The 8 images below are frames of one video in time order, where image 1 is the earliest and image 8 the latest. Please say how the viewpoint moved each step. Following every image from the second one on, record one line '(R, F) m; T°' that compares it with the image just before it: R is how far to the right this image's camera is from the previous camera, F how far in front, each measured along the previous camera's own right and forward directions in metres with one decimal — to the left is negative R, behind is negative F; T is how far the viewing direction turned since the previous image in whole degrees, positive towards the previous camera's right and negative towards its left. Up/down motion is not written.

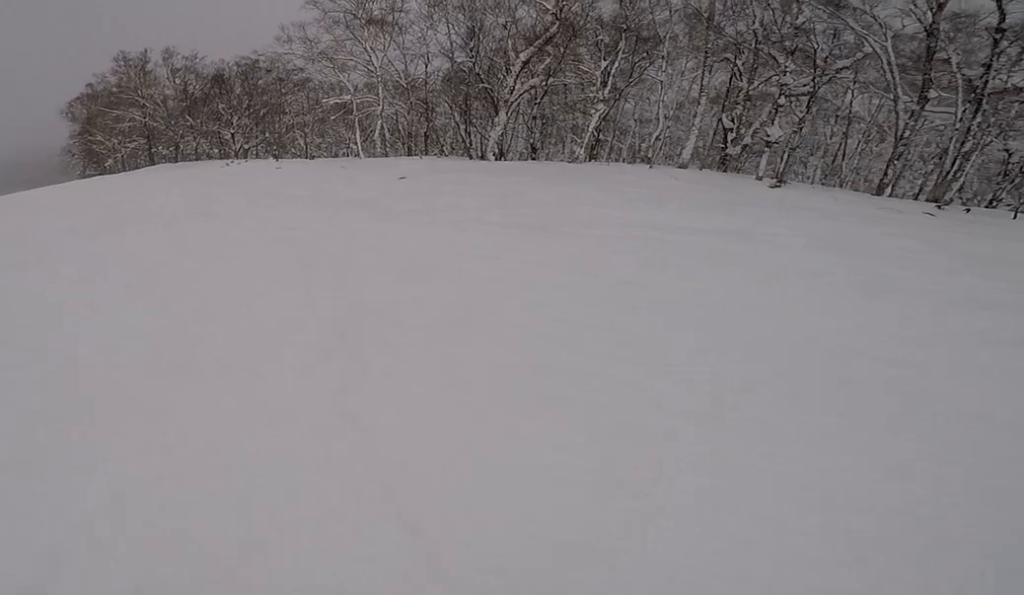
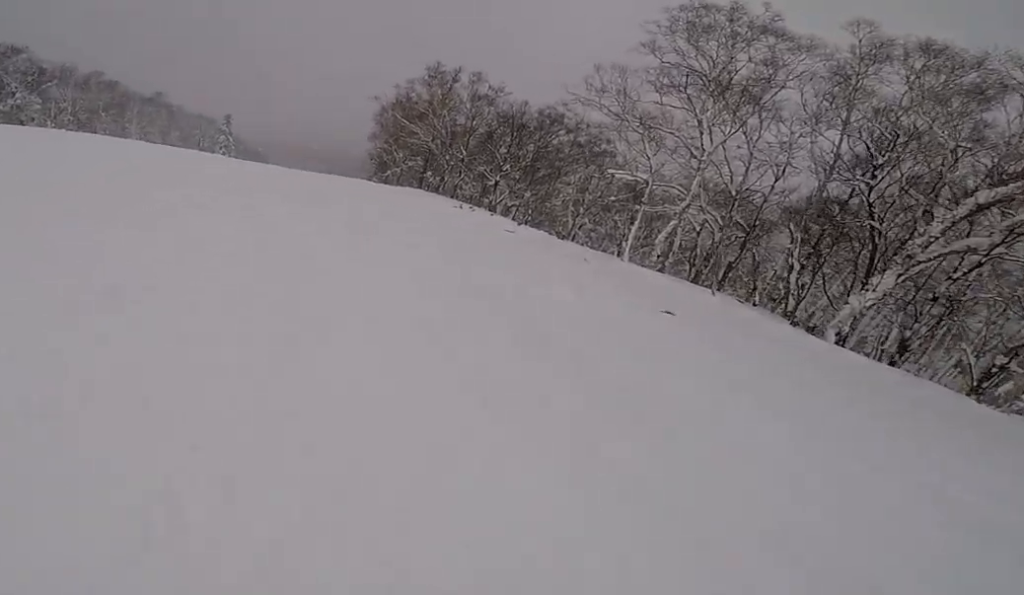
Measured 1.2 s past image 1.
(+0.1, +6.8) m; -4°
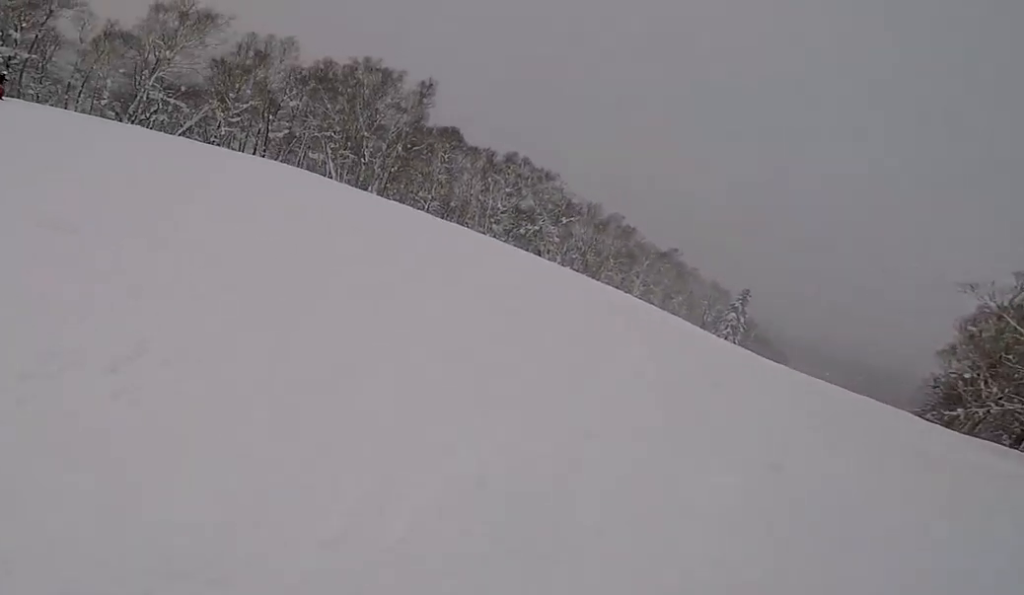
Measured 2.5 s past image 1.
(-0.7, +6.4) m; -19°
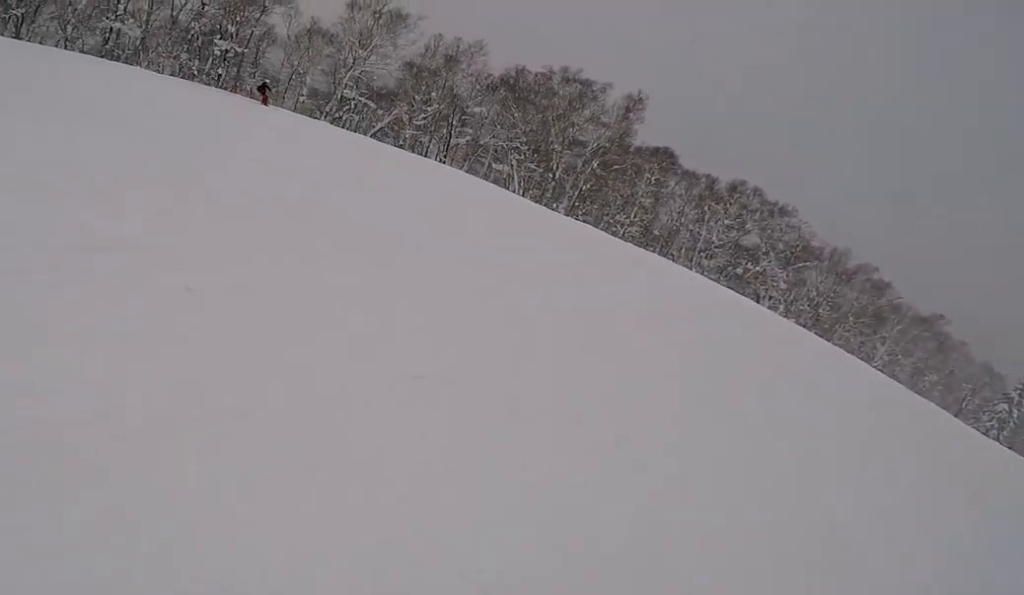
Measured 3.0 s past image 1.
(-0.3, +2.1) m; -8°
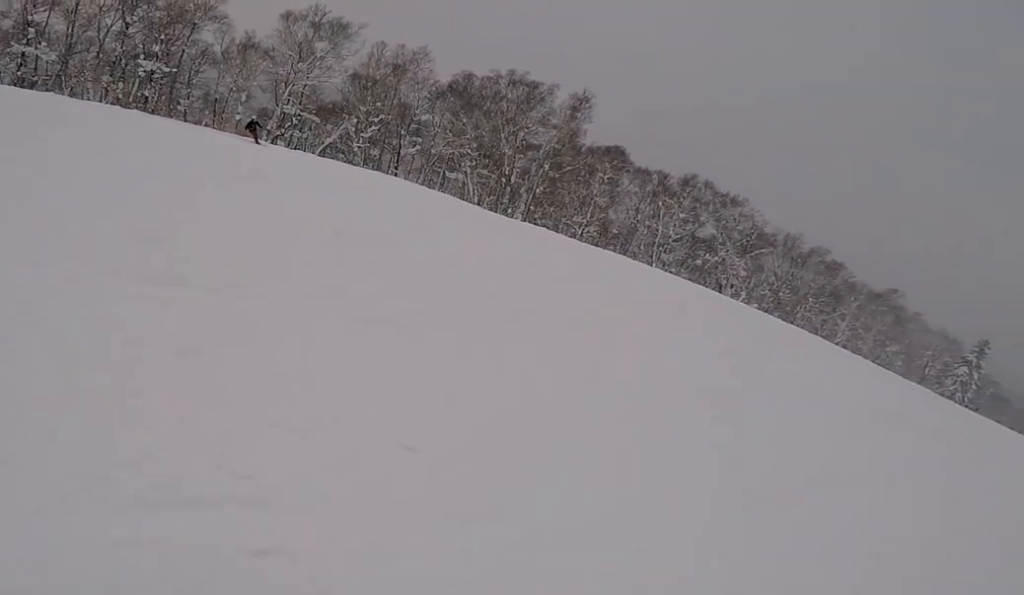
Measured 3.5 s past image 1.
(-0.1, +2.3) m; -8°
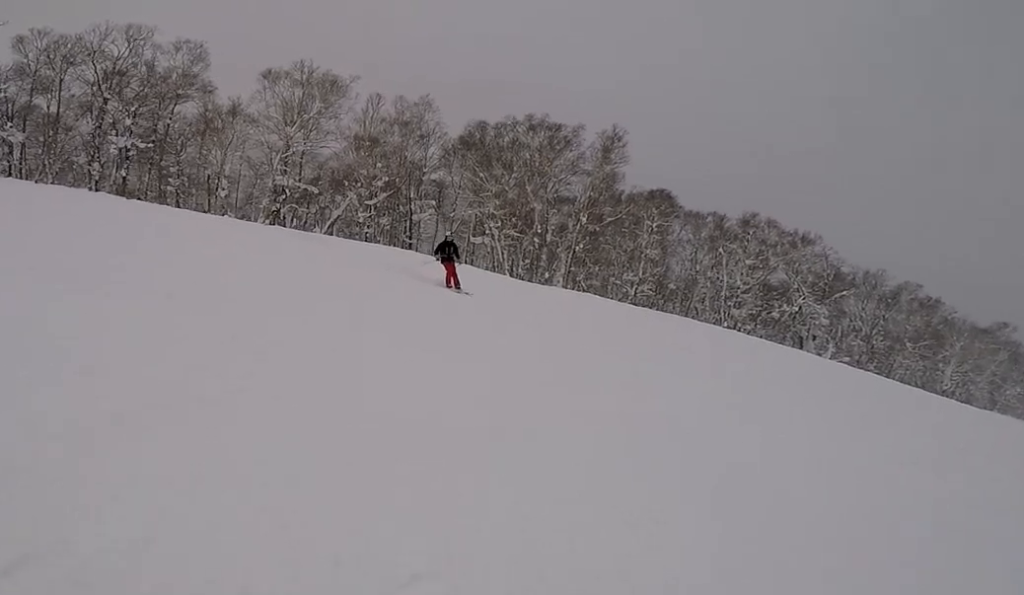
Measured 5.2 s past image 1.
(-1.4, +7.6) m; -10°
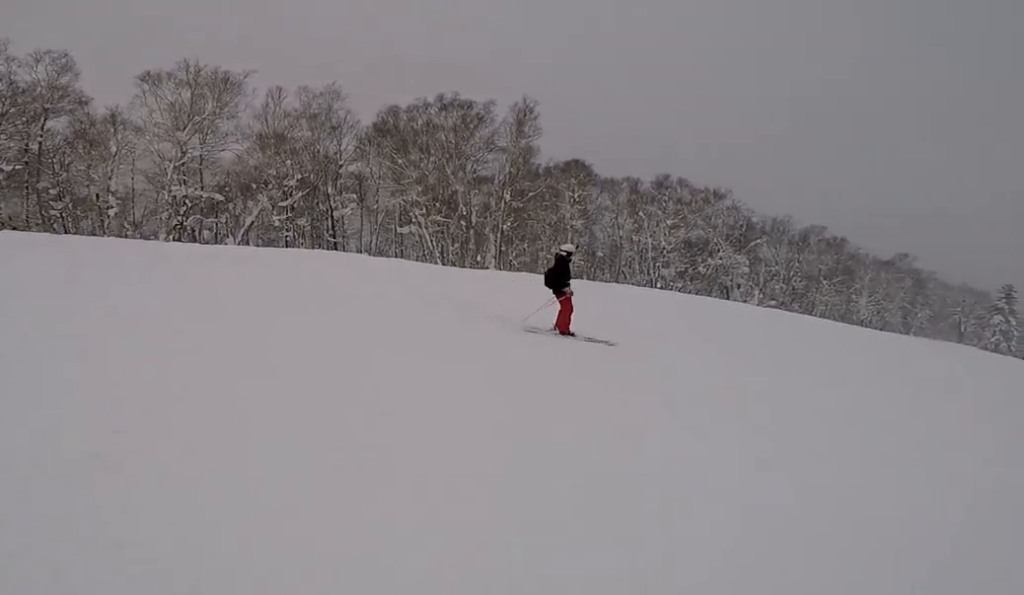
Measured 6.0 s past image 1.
(+0.2, +2.9) m; +10°
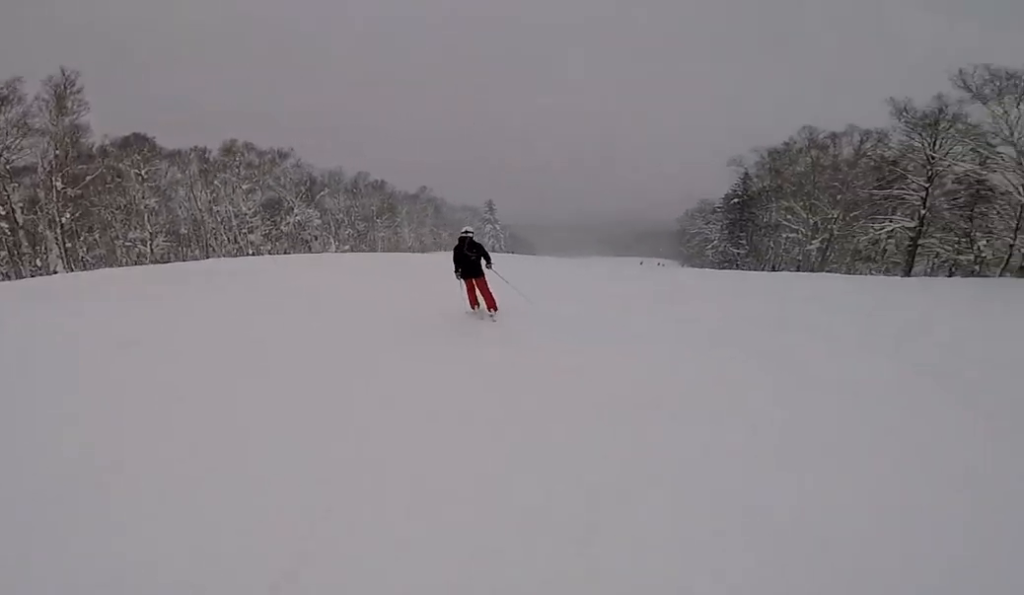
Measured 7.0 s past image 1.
(+0.4, +3.0) m; +19°
